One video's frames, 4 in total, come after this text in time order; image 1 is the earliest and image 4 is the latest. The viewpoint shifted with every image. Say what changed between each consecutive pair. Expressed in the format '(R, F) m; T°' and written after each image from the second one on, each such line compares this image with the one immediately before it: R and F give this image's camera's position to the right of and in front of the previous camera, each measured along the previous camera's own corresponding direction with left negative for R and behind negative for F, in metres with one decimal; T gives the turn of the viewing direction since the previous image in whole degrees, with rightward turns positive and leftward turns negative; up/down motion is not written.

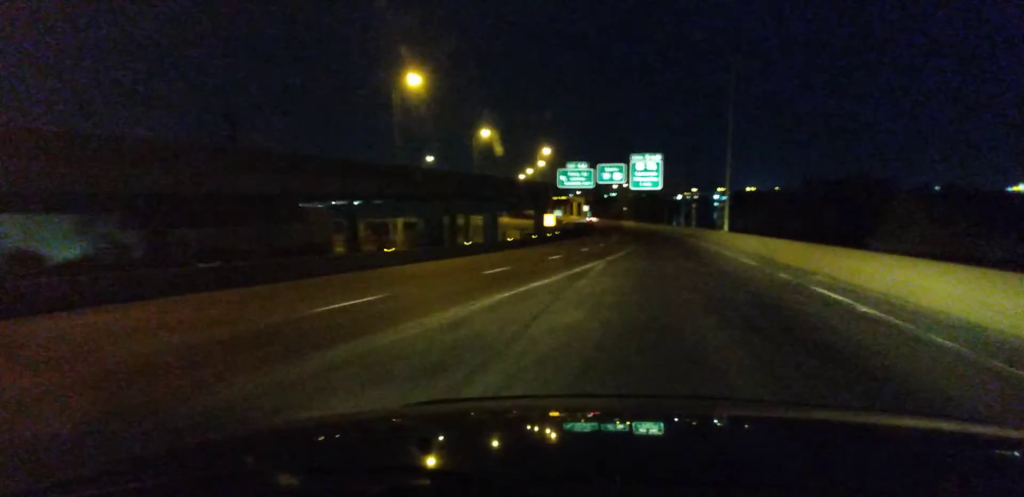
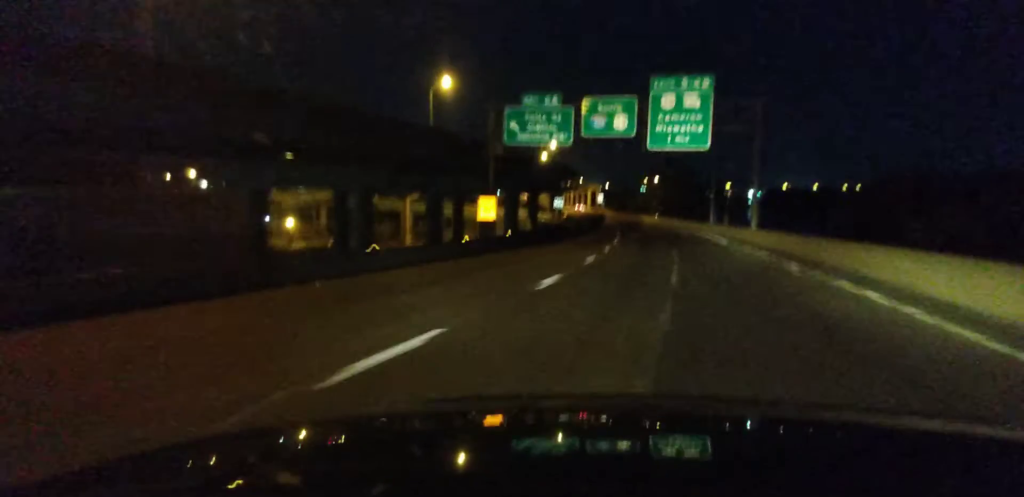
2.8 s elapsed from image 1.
(-0.8, +54.3) m; -2°
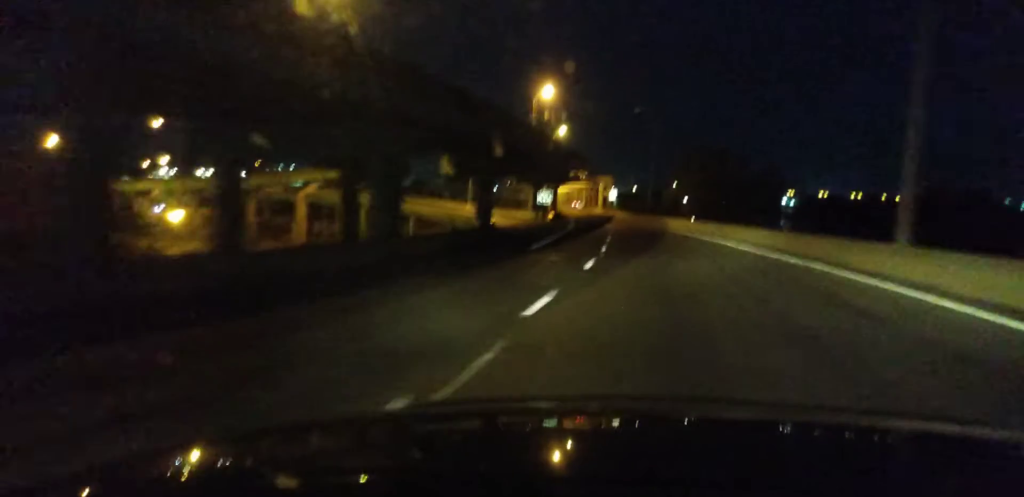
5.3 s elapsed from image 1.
(-0.5, +52.2) m; -2°
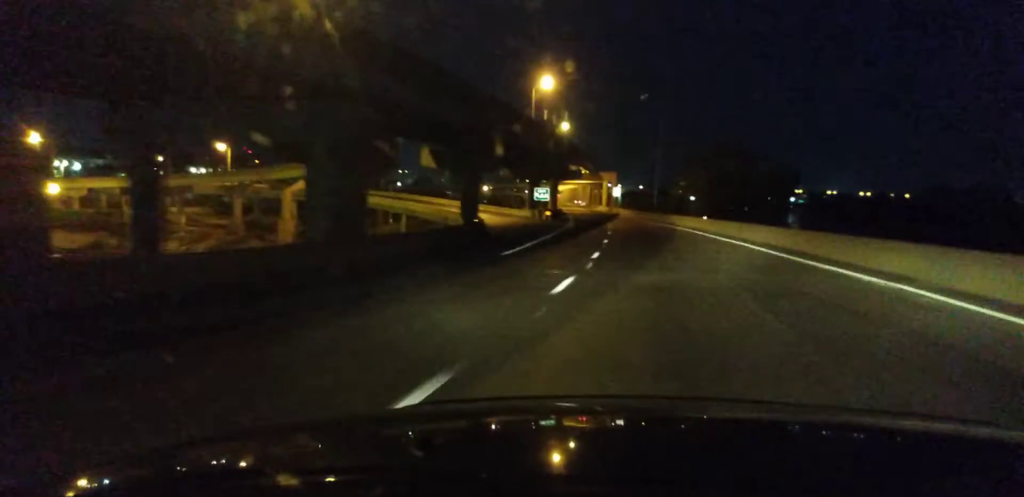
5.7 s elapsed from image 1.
(0.0, +9.2) m; 0°
